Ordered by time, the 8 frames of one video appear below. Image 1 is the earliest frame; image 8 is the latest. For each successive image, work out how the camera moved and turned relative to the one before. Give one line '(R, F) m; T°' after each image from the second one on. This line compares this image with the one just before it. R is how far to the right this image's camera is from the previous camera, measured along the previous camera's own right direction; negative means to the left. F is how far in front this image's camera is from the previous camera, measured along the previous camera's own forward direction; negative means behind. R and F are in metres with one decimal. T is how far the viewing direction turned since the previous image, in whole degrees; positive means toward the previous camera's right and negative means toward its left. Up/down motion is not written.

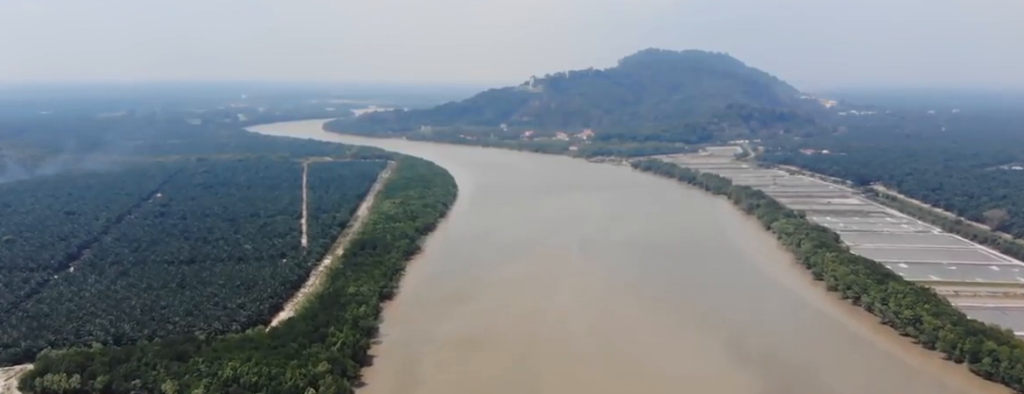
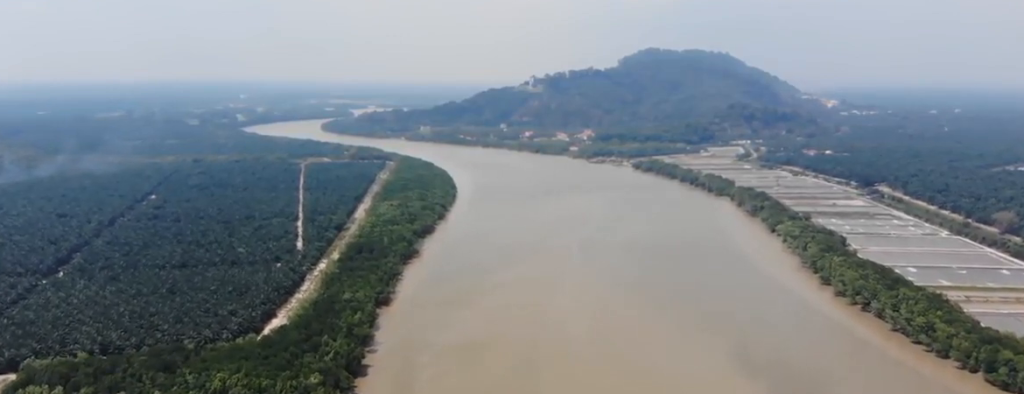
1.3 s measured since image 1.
(-0.1, +18.4) m; -1°
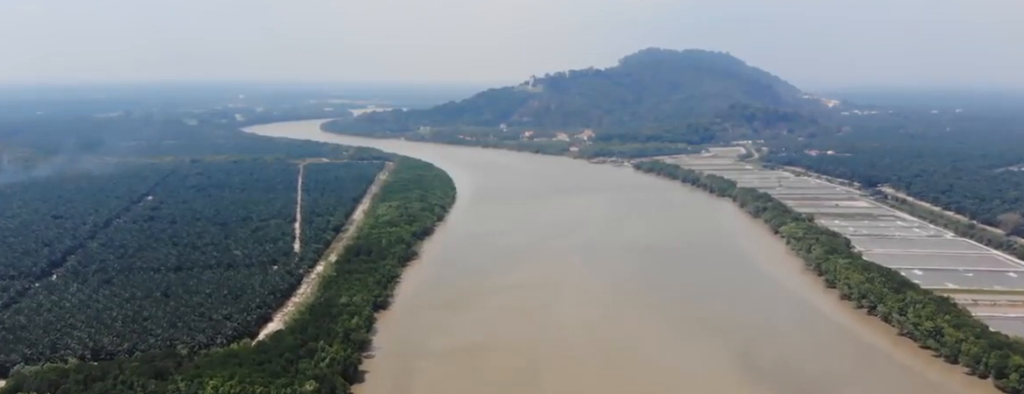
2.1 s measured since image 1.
(-0.3, +10.9) m; +2°
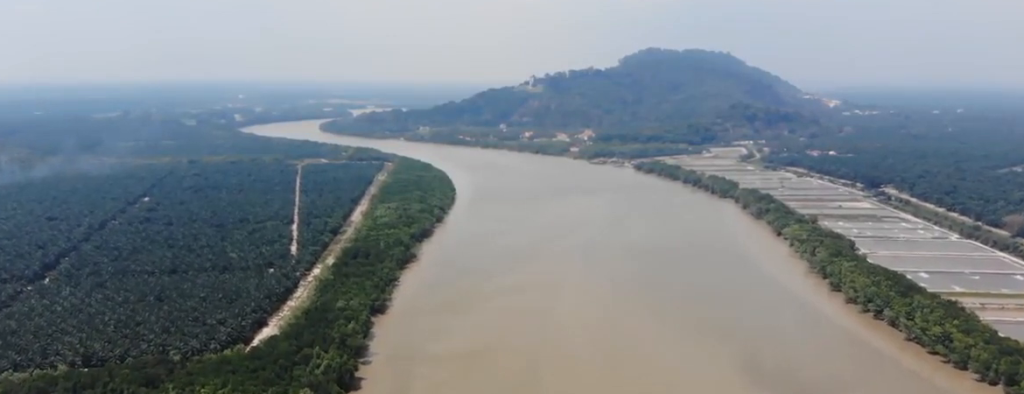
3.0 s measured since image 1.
(+0.6, +10.0) m; +1°
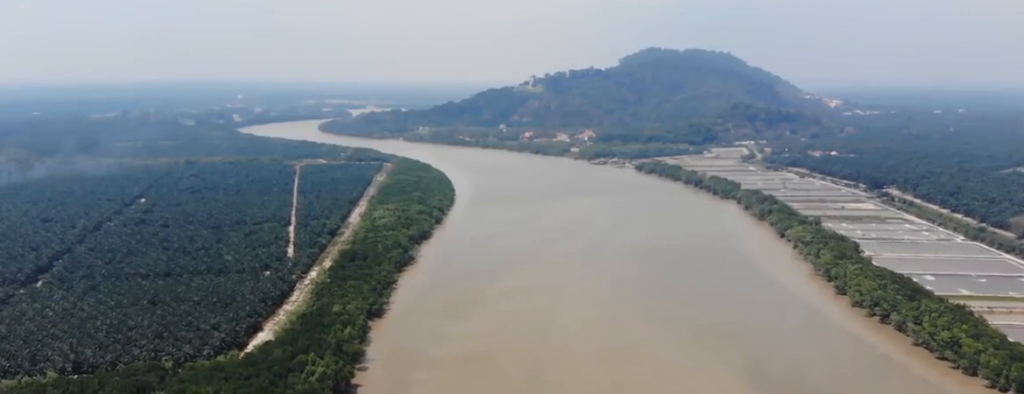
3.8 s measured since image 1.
(-0.1, +9.8) m; -1°
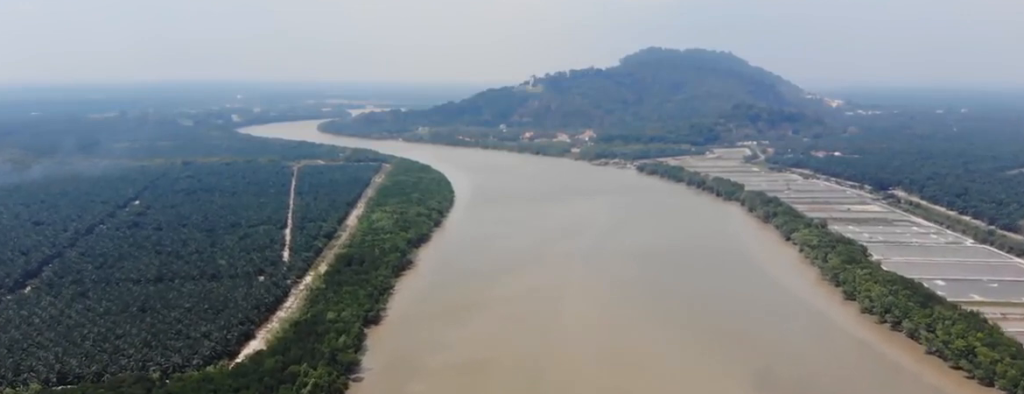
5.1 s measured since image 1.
(-0.2, +15.6) m; -1°
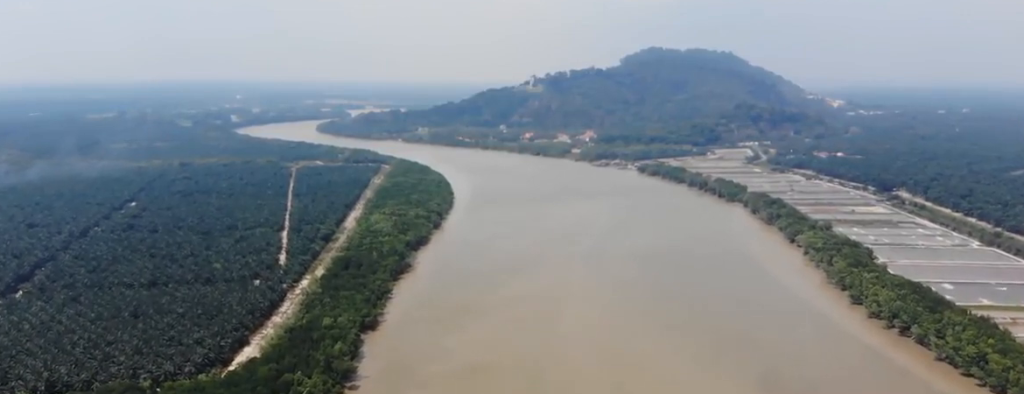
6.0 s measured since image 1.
(0.0, +11.5) m; 0°
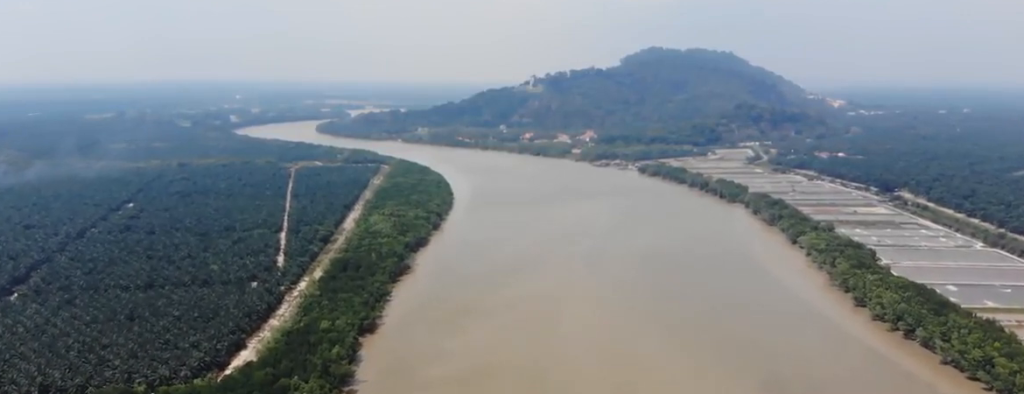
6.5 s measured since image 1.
(0.0, +6.2) m; 0°
